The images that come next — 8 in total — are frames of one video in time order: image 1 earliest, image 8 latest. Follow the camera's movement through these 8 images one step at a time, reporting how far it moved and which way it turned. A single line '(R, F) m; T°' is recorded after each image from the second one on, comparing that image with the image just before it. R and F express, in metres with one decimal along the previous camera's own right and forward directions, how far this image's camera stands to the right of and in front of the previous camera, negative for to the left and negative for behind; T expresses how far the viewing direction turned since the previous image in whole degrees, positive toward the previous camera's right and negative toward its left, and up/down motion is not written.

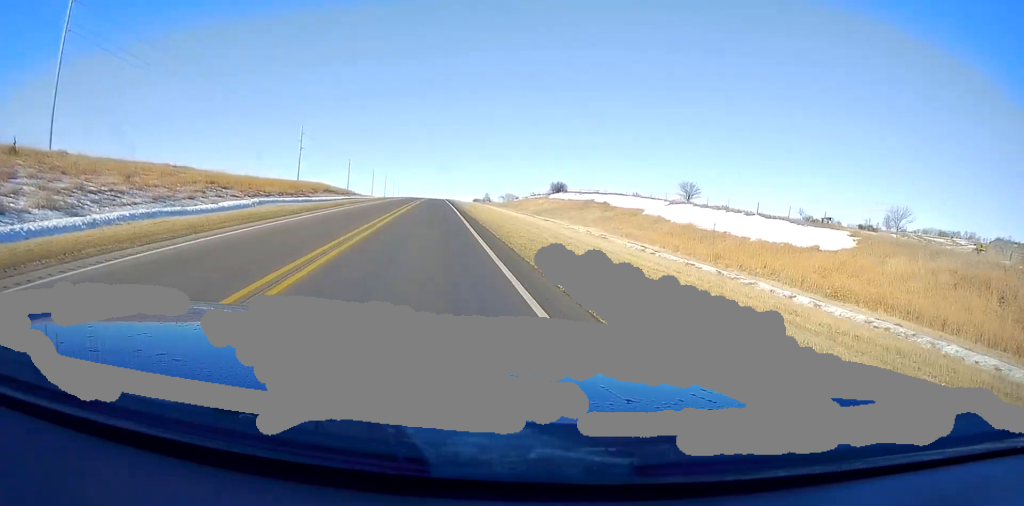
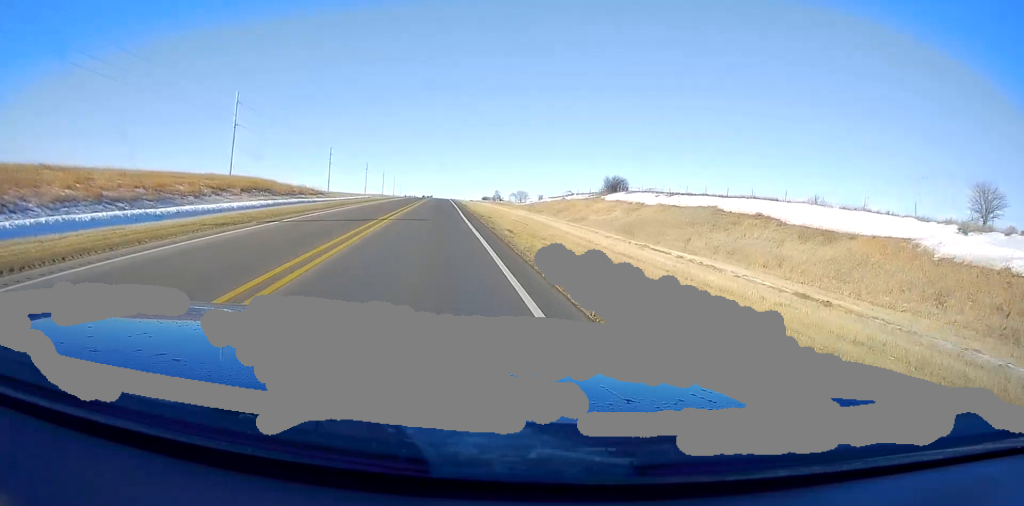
(+0.4, +42.0) m; 0°
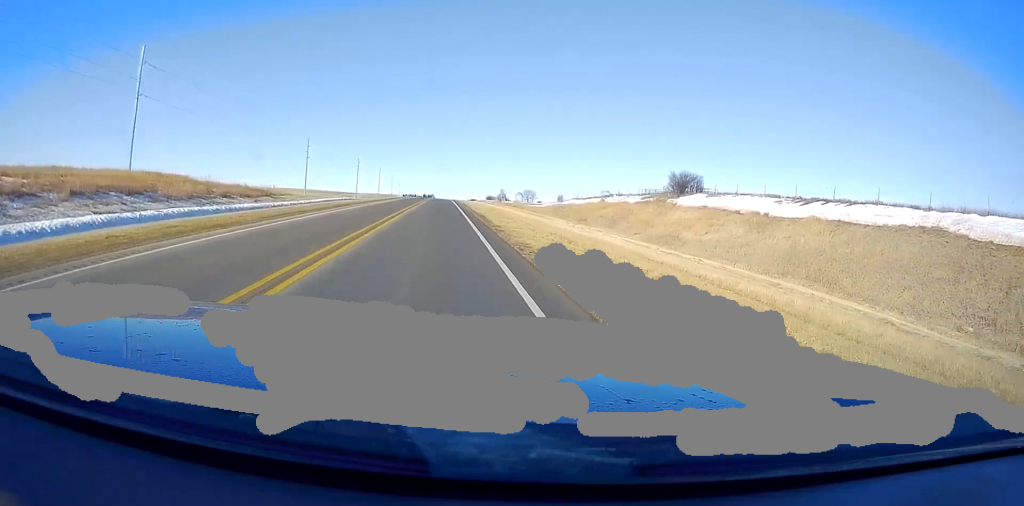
(-0.5, +27.8) m; -1°
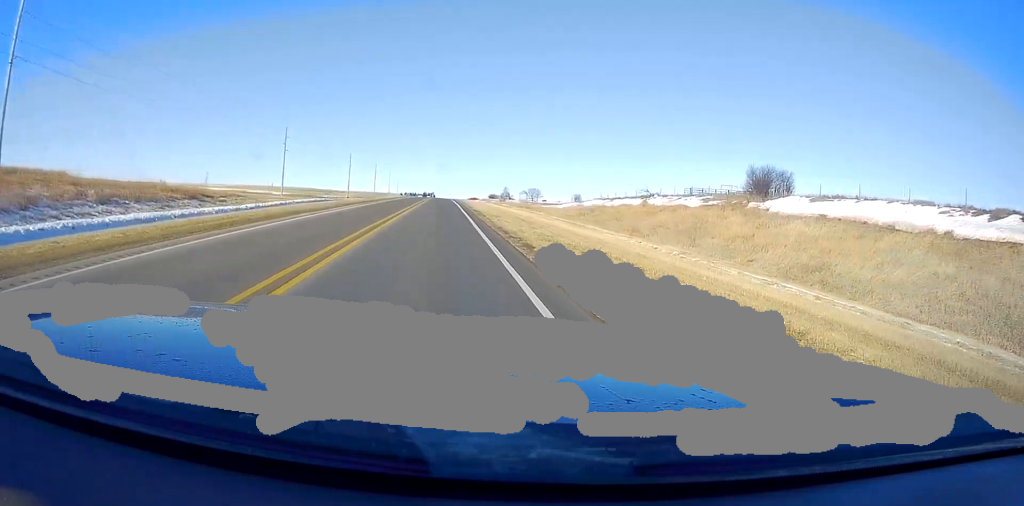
(-0.1, +18.9) m; 0°
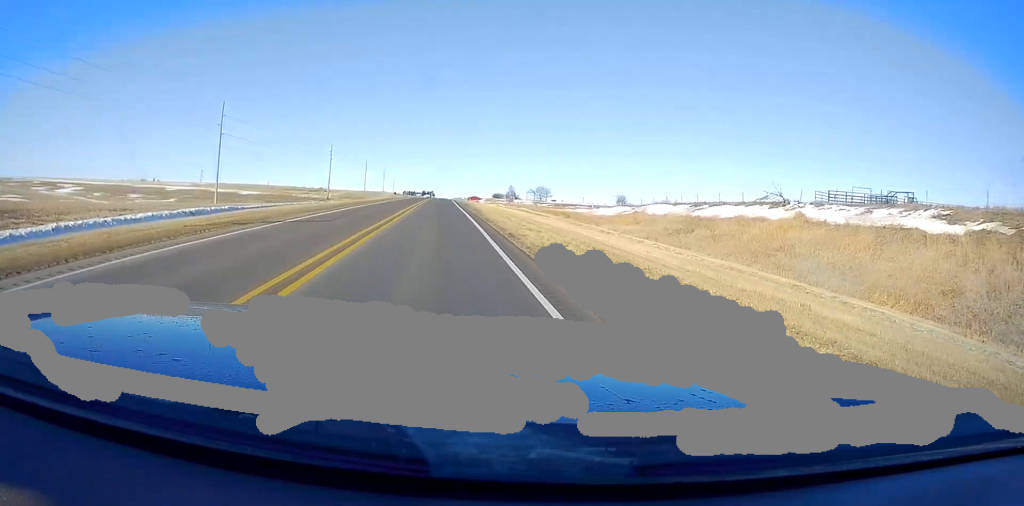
(+0.3, +32.8) m; +1°
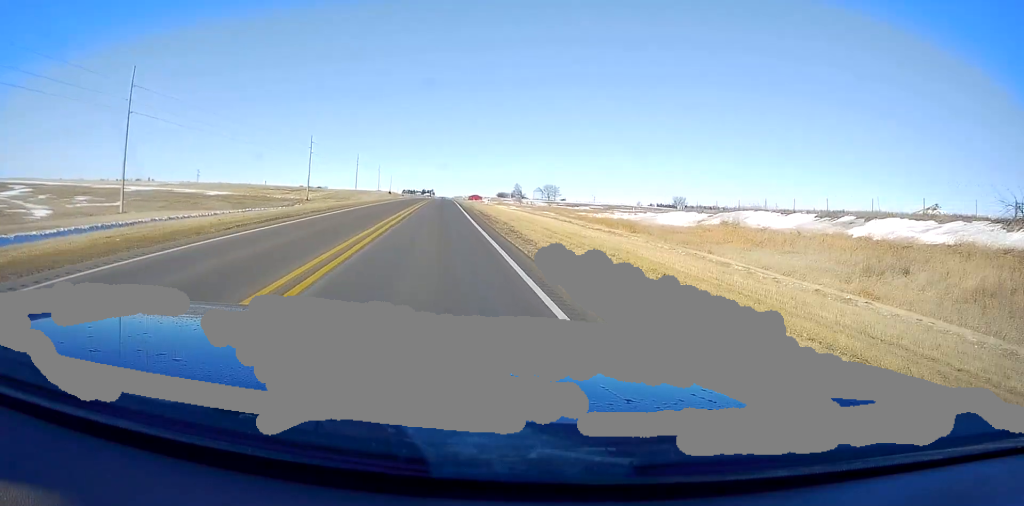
(0.0, +25.0) m; 0°
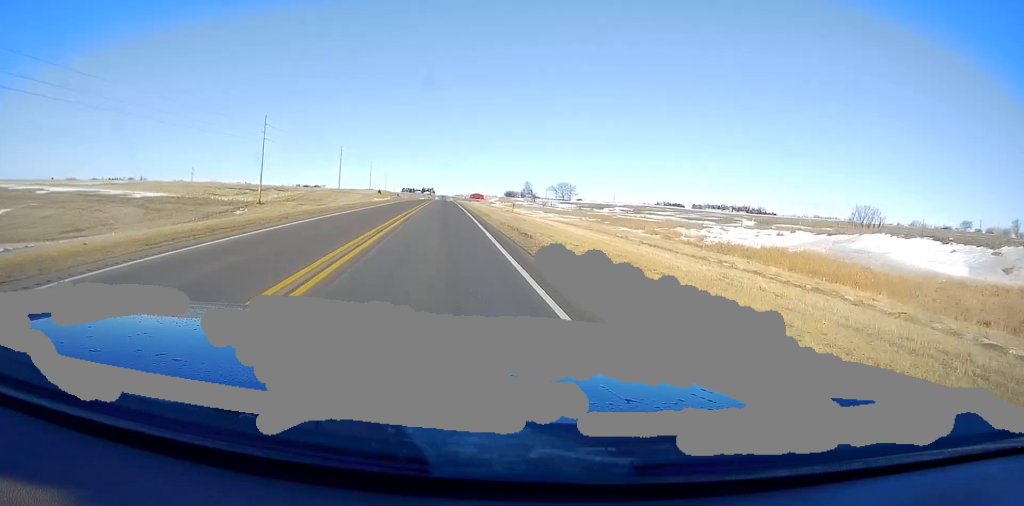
(0.0, +36.7) m; 0°
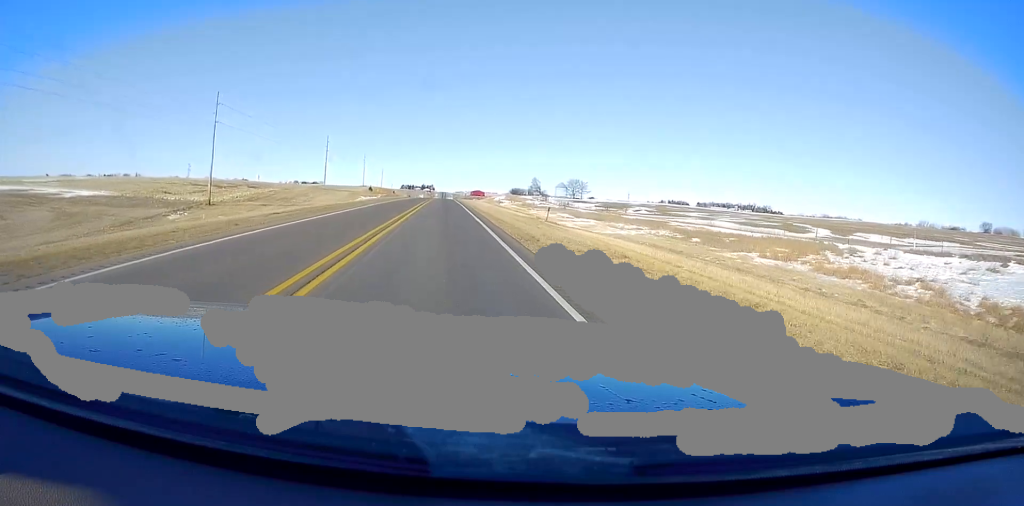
(0.0, +22.6) m; 0°
